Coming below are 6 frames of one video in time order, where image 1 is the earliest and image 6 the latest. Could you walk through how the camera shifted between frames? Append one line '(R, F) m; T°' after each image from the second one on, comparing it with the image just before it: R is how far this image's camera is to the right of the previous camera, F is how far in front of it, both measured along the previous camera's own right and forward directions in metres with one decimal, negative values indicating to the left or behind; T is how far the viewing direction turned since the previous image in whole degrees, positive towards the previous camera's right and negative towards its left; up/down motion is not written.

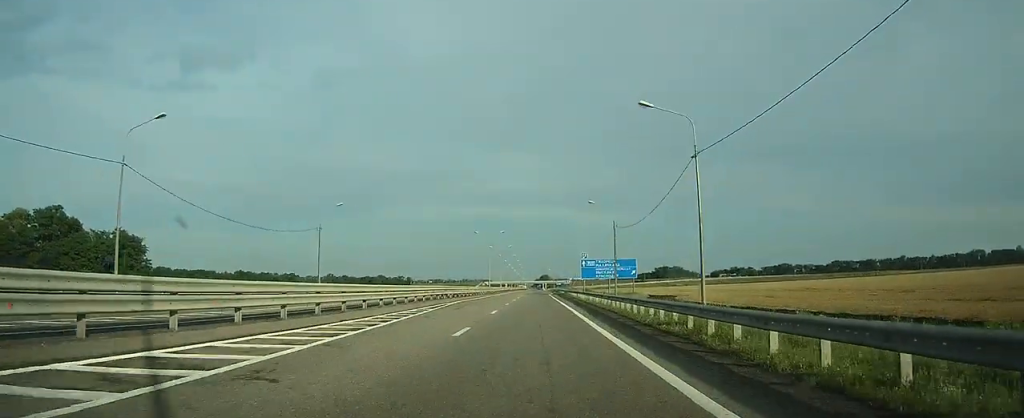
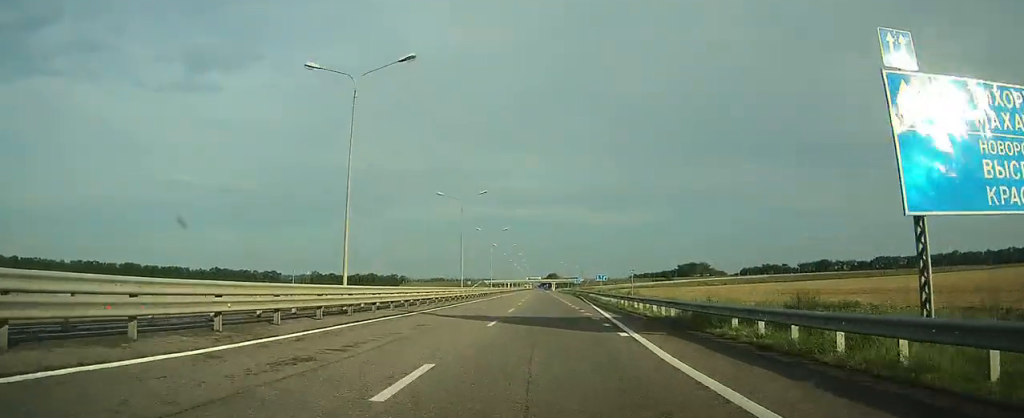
(-0.6, +78.3) m; -1°
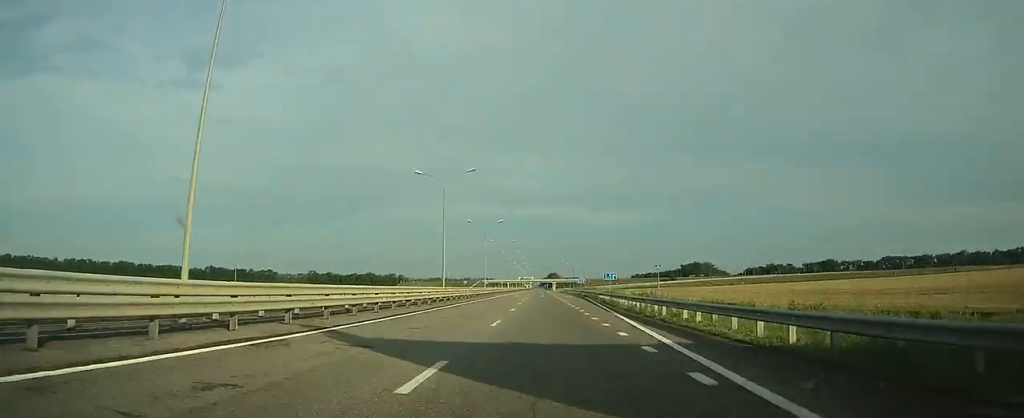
(0.0, +11.4) m; 0°
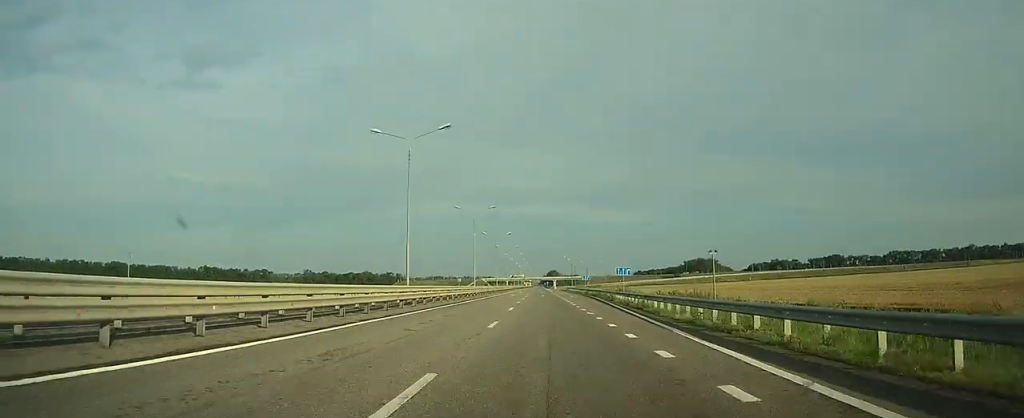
(0.0, +13.1) m; 0°
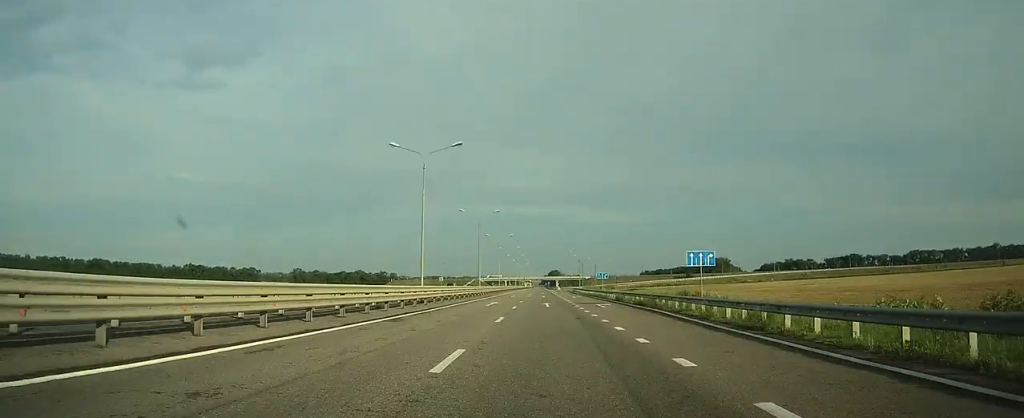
(0.0, +32.7) m; 0°
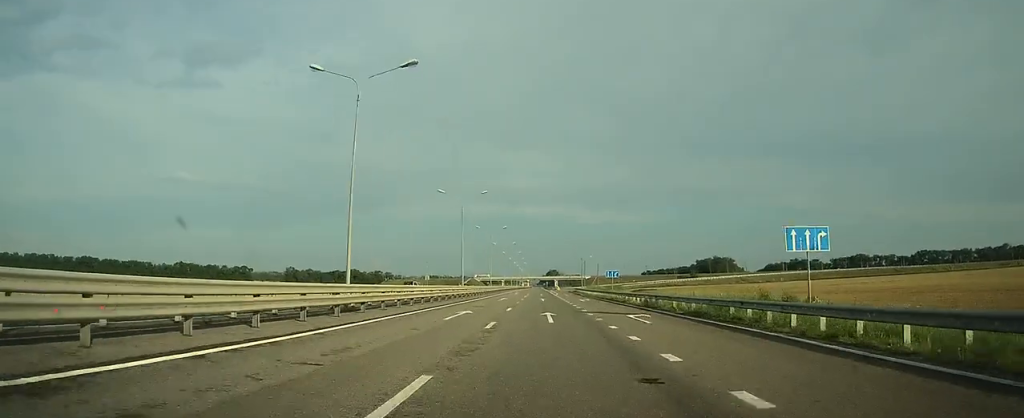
(0.0, +15.1) m; 0°
